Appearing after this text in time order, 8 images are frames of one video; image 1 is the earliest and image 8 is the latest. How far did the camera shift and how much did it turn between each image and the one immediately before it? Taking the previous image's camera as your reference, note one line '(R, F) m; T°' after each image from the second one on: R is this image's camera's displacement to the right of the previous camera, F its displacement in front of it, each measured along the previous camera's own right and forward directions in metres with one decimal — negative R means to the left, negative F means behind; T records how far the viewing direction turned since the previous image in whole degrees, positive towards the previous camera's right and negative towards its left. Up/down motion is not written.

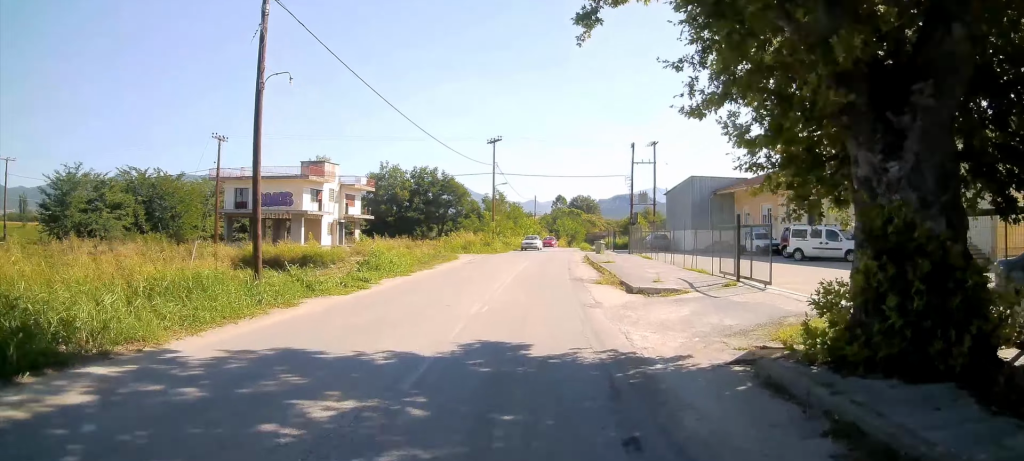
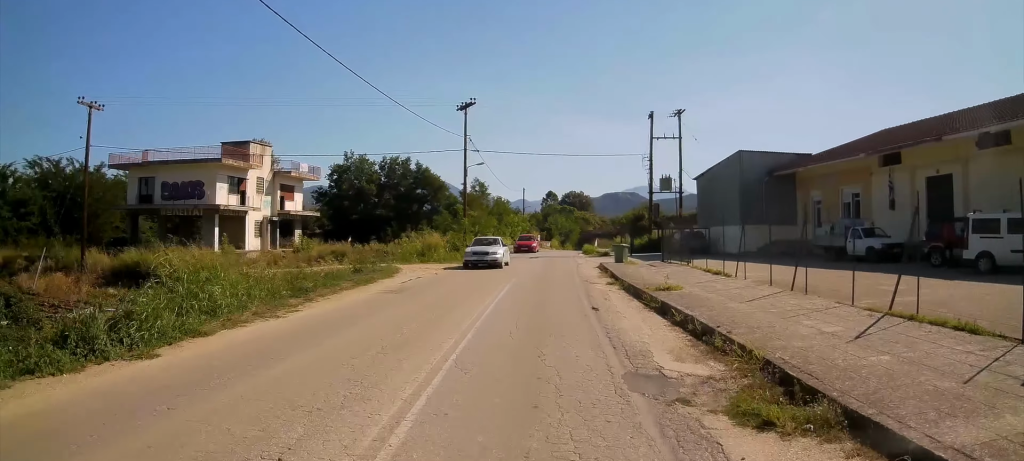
(+0.3, +15.5) m; 0°
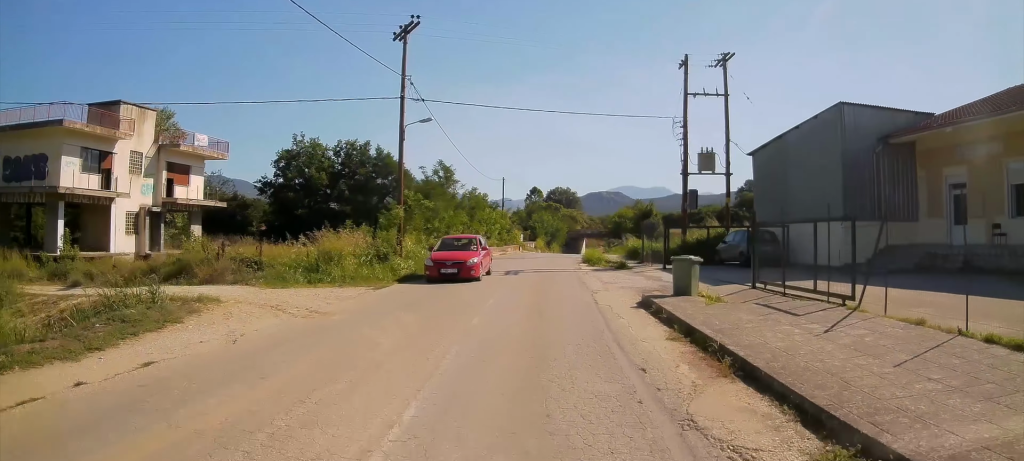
(-0.2, +15.5) m; 0°
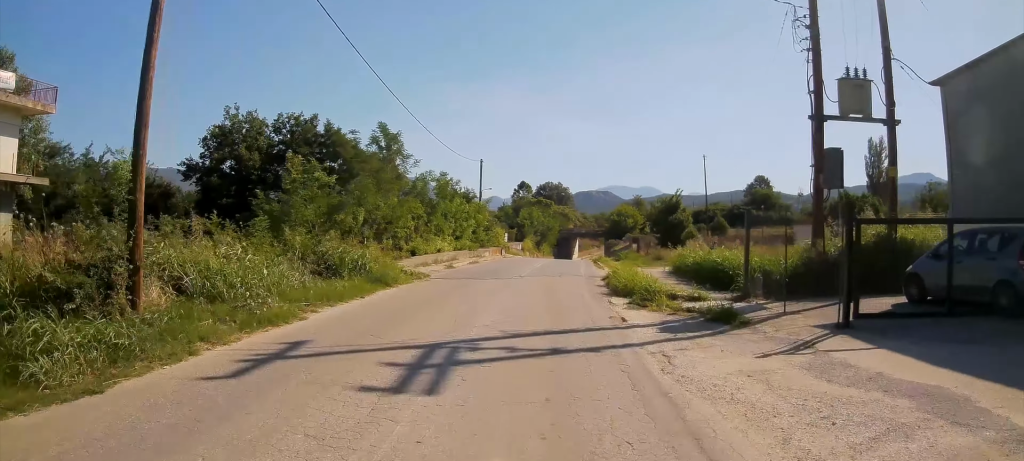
(0.0, +16.4) m; +1°
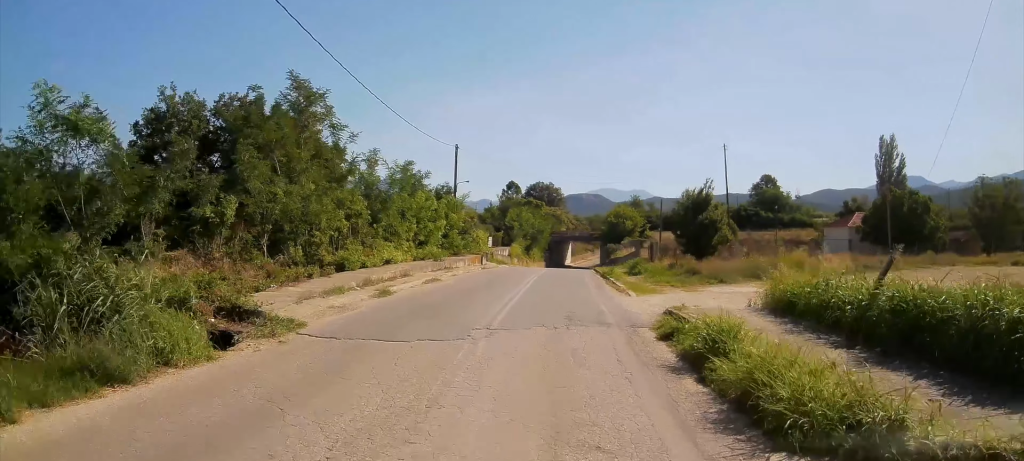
(+0.2, +10.9) m; +2°
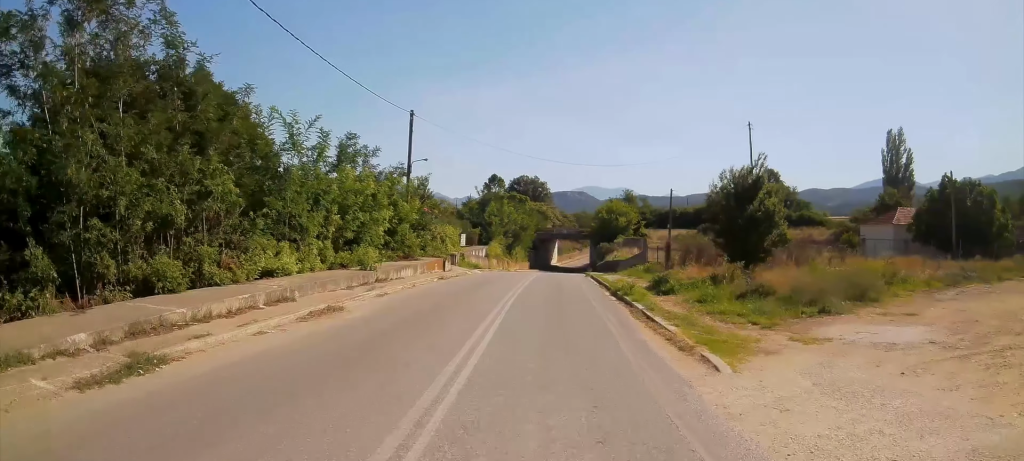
(+0.2, +10.9) m; +1°
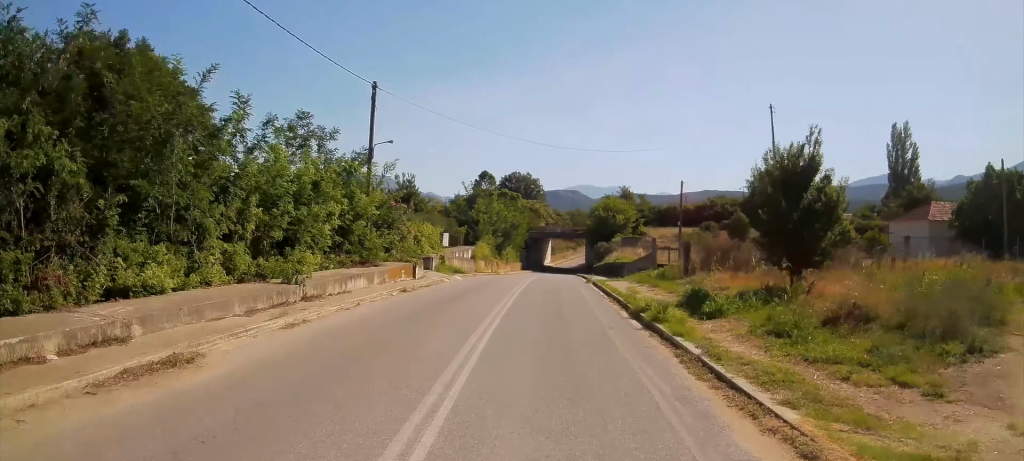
(0.0, +6.2) m; 0°
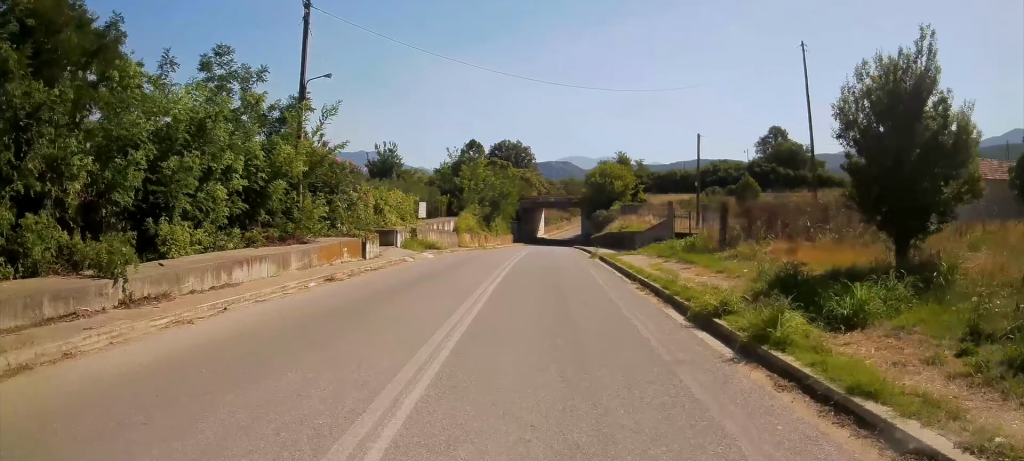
(-0.1, +7.0) m; 0°
